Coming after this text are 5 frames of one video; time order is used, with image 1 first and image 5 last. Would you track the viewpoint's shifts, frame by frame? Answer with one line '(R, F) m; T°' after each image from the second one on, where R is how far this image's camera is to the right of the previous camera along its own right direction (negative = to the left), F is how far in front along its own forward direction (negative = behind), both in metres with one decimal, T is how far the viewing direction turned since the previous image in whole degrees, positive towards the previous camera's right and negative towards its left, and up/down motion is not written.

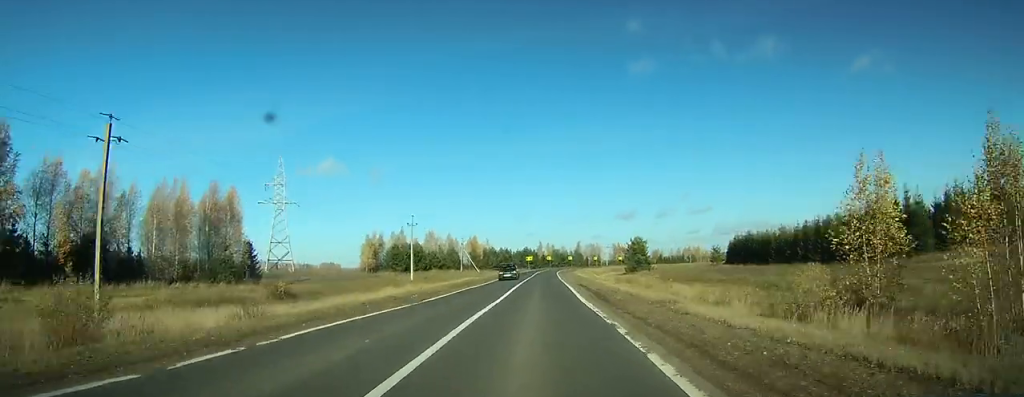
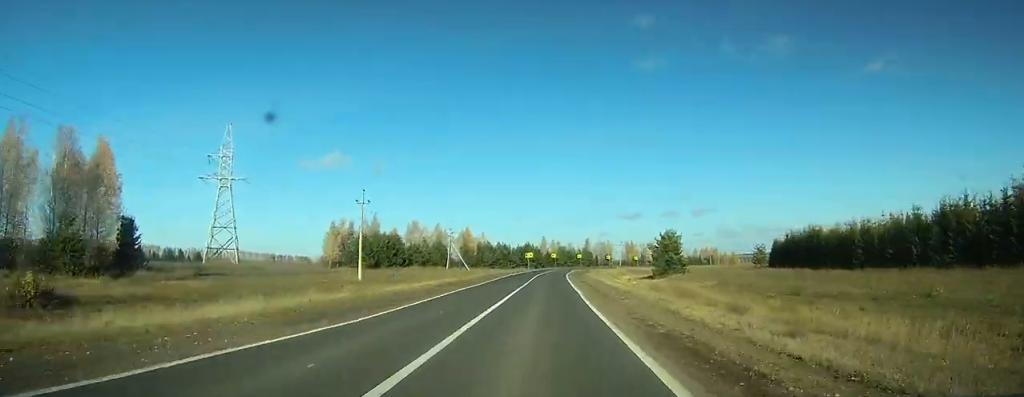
(0.0, +28.3) m; 0°
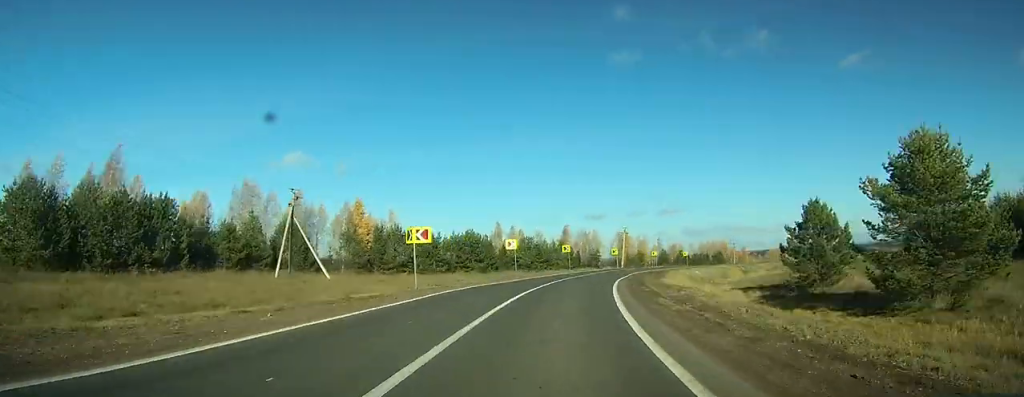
(+1.3, +69.0) m; +5°
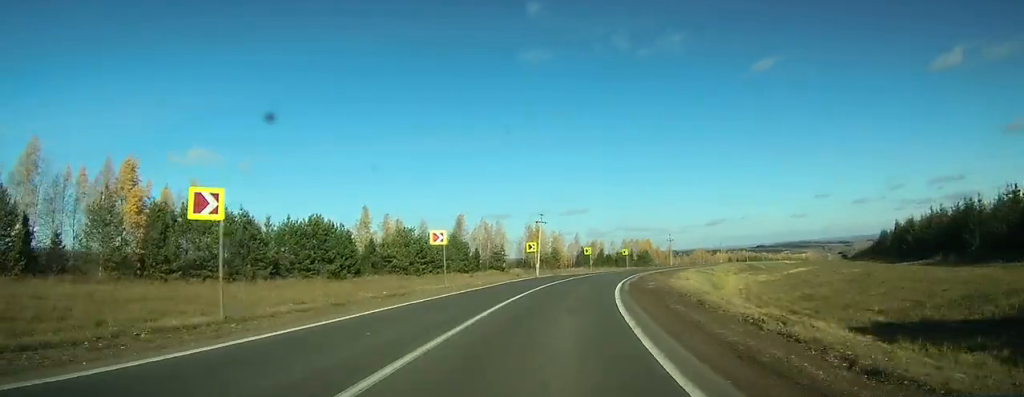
(+1.1, +33.3) m; +6°
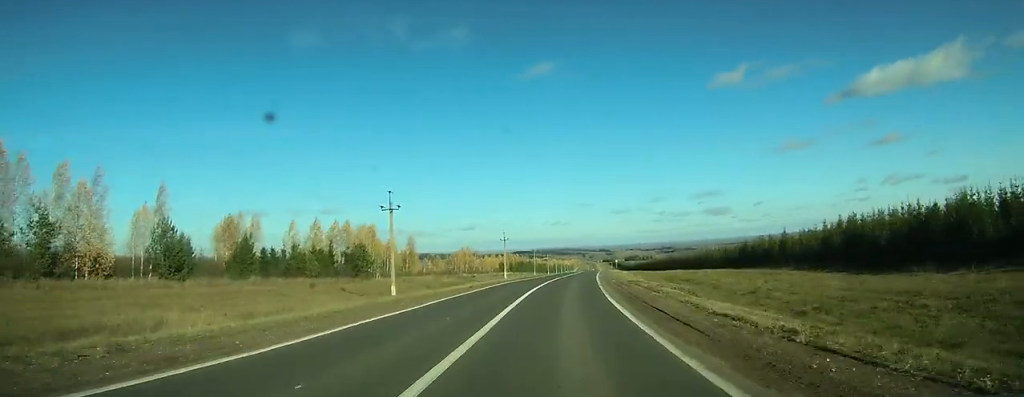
(+18.0, +85.5) m; +22°
